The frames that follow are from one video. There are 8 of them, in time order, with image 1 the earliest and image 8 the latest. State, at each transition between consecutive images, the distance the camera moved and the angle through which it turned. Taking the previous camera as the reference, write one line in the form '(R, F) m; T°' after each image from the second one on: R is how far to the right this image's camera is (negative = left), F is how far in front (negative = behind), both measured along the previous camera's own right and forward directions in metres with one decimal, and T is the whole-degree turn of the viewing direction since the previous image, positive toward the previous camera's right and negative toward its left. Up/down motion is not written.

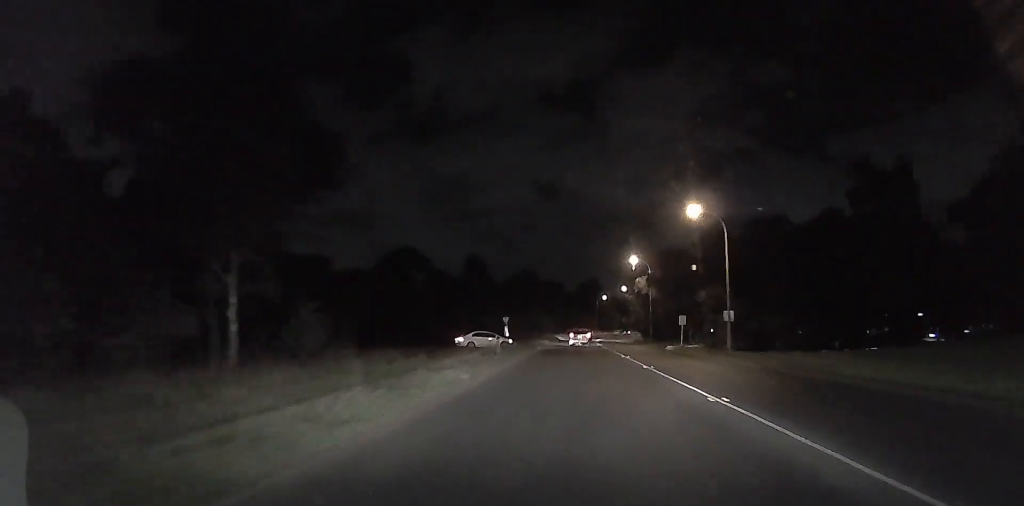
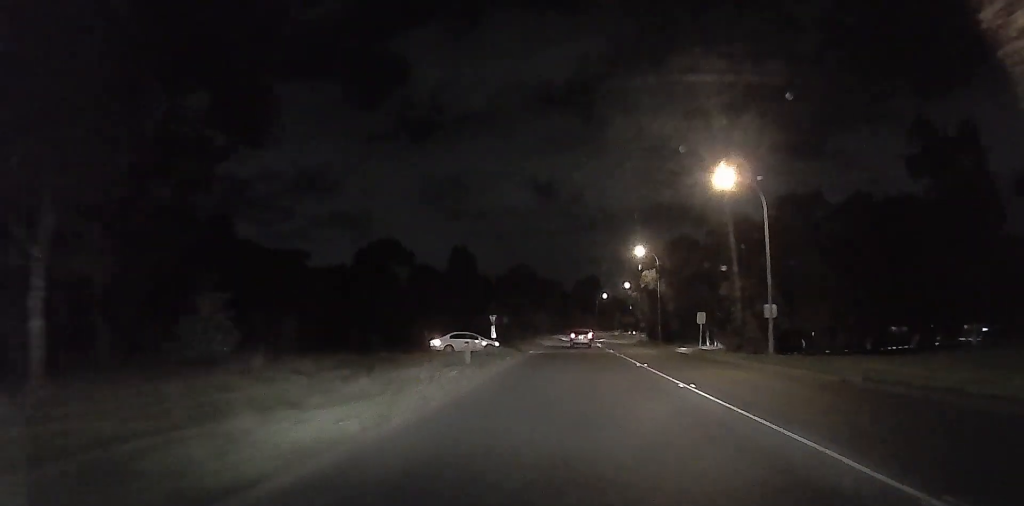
(+0.1, +9.8) m; -2°
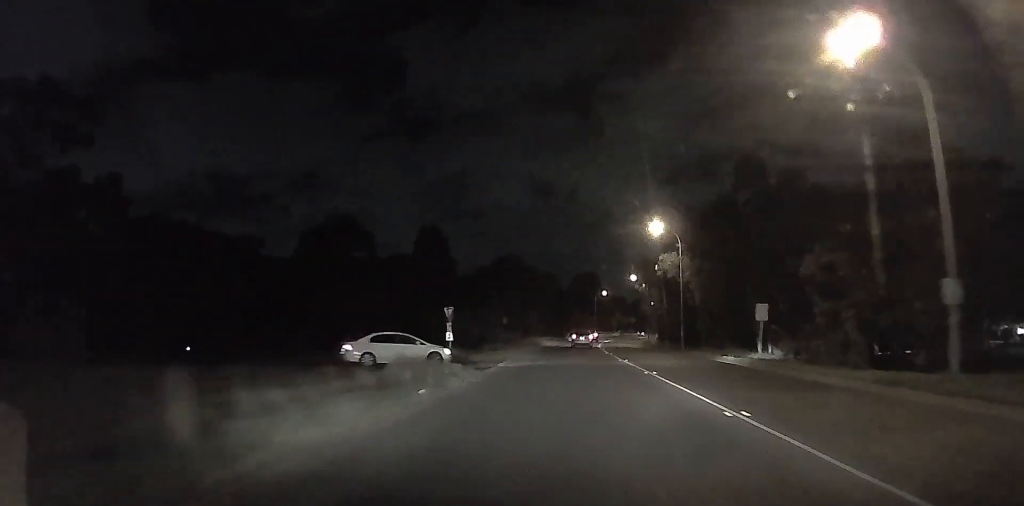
(-0.7, +18.2) m; -2°
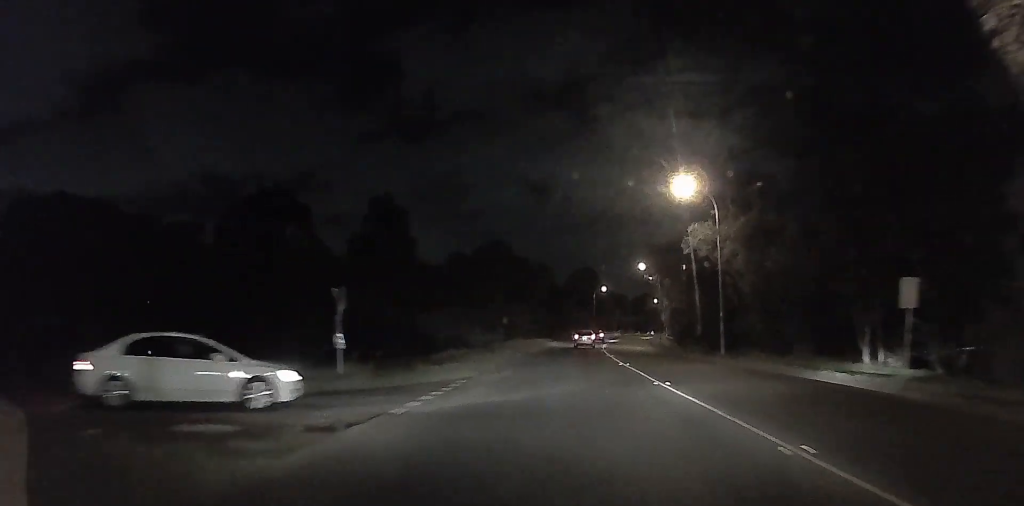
(+0.1, +16.8) m; +3°
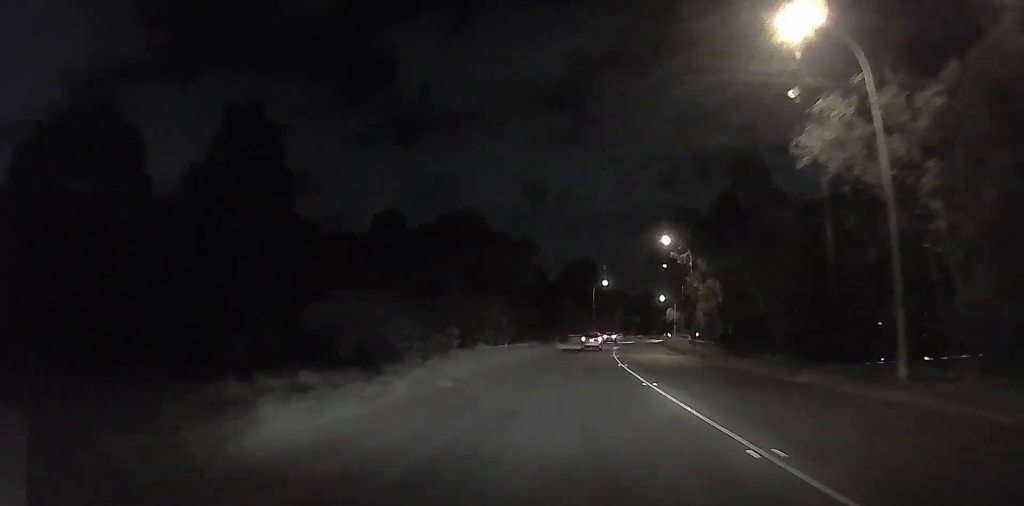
(+0.8, +21.8) m; +2°
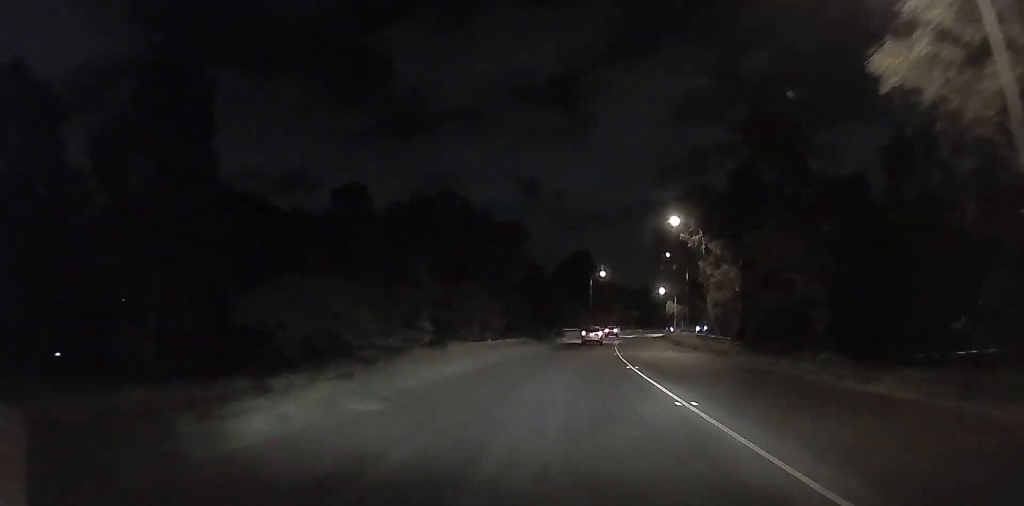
(0.0, +5.7) m; +1°
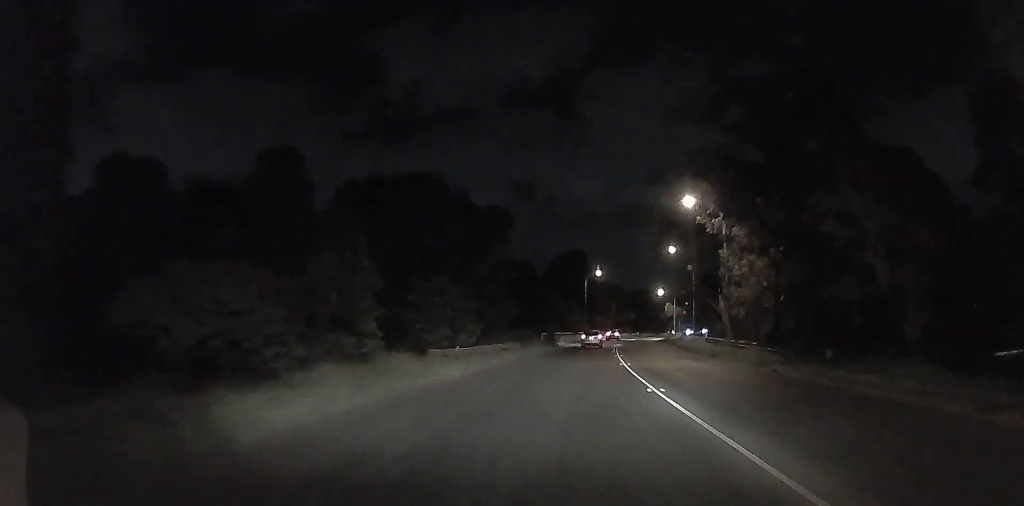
(-0.1, +6.9) m; +2°
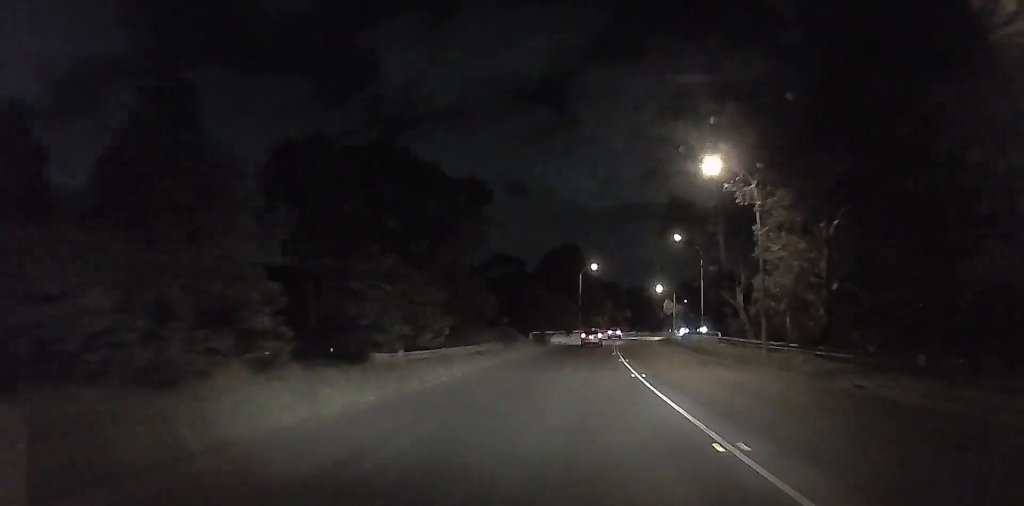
(+0.1, +6.3) m; +2°
